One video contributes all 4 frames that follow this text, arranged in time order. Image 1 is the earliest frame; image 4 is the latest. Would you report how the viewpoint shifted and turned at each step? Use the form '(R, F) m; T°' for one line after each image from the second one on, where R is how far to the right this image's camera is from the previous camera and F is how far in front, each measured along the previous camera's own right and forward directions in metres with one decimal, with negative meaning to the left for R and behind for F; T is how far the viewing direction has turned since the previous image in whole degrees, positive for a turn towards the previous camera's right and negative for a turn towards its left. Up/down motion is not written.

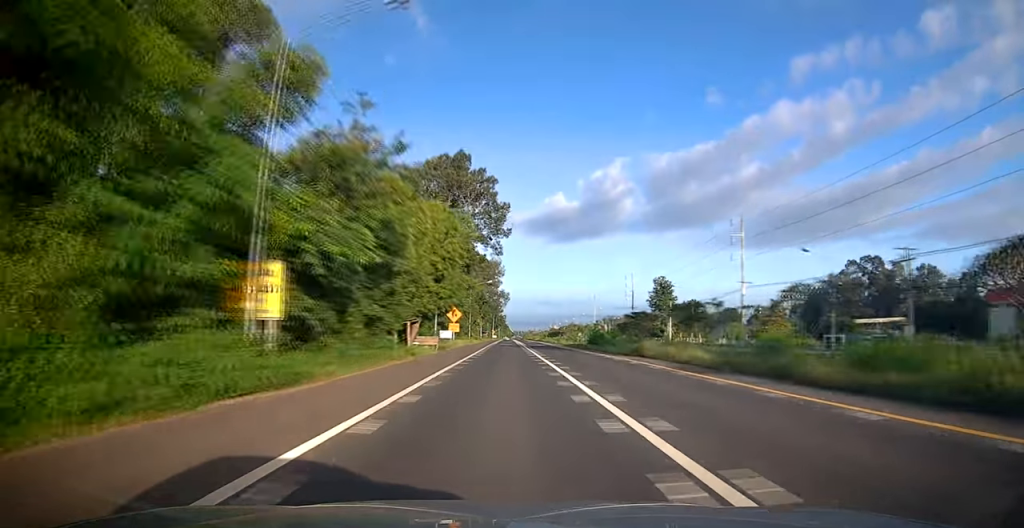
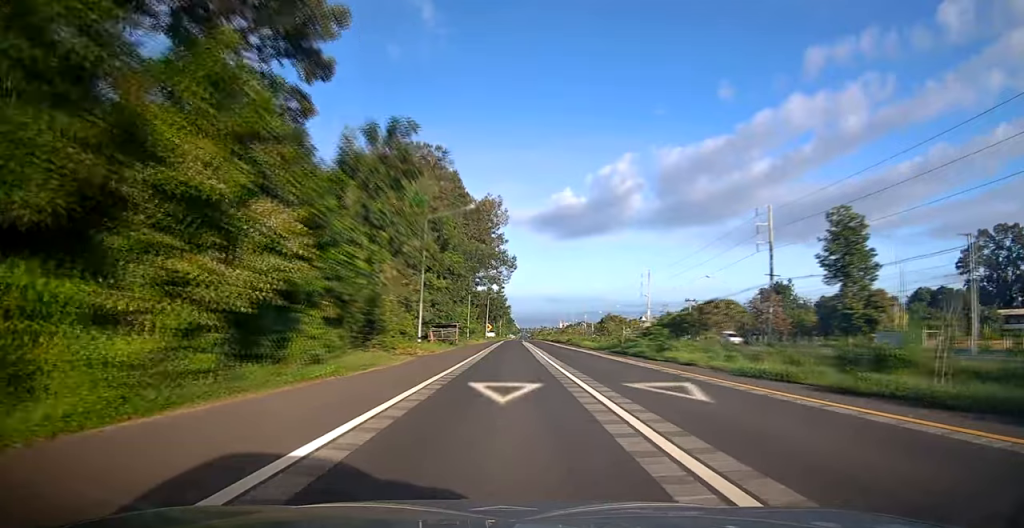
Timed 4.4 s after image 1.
(0.0, +85.5) m; 0°
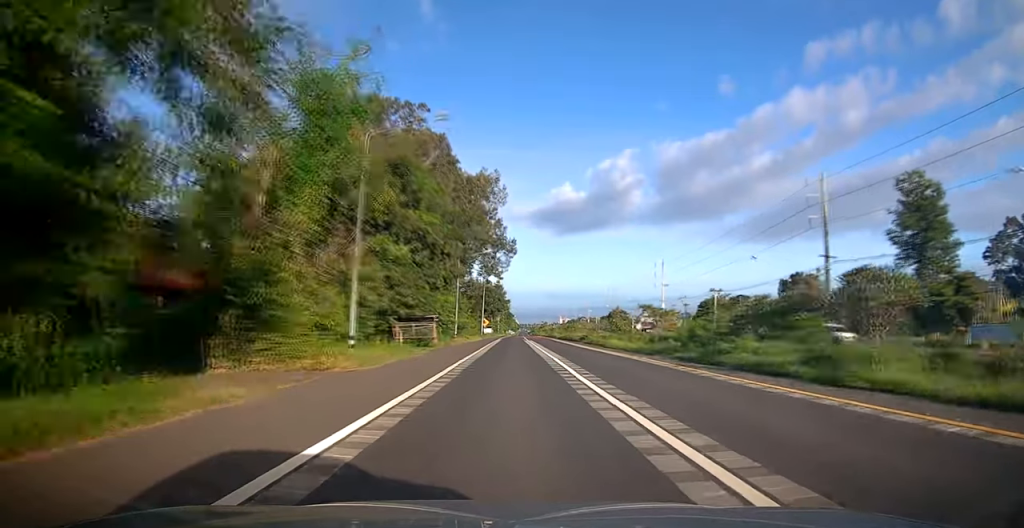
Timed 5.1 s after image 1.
(-0.4, +14.9) m; 0°
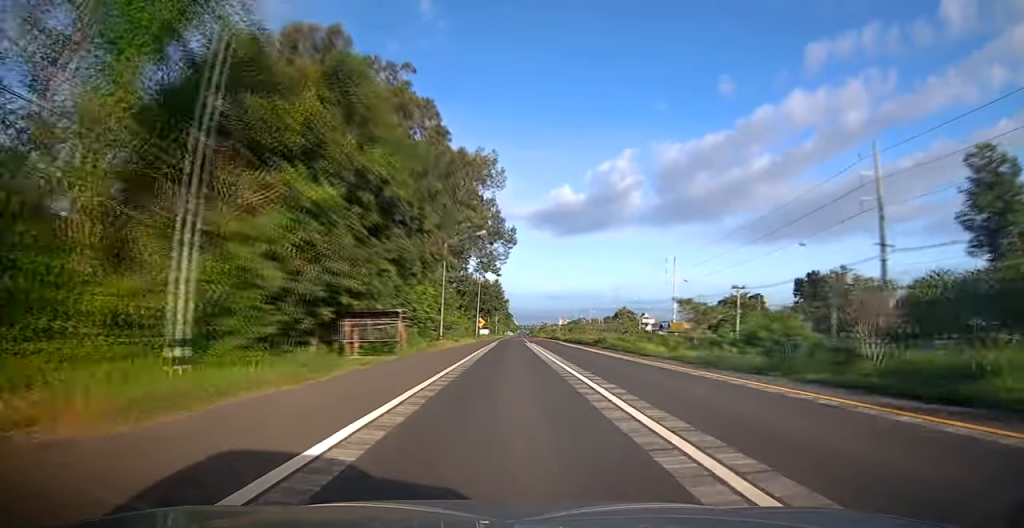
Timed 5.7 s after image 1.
(0.0, +11.0) m; 0°
